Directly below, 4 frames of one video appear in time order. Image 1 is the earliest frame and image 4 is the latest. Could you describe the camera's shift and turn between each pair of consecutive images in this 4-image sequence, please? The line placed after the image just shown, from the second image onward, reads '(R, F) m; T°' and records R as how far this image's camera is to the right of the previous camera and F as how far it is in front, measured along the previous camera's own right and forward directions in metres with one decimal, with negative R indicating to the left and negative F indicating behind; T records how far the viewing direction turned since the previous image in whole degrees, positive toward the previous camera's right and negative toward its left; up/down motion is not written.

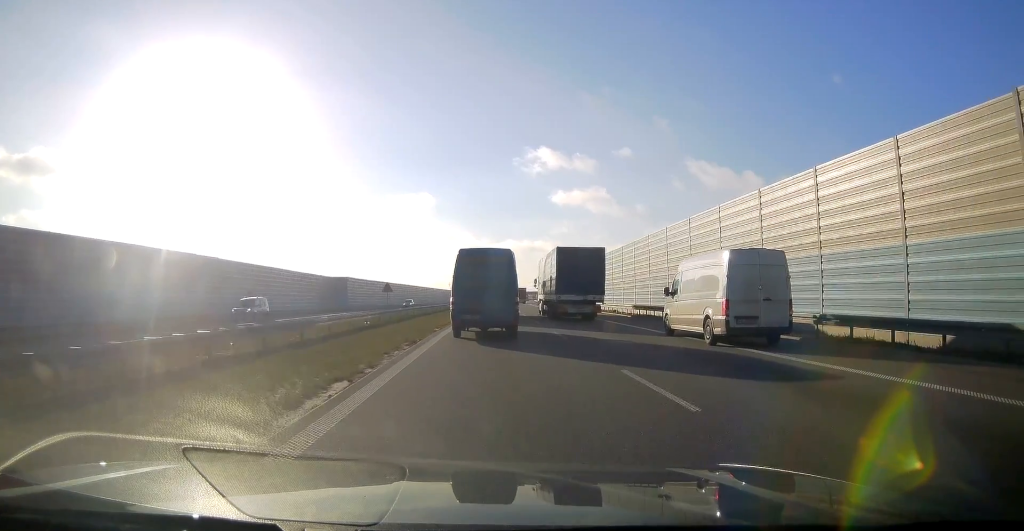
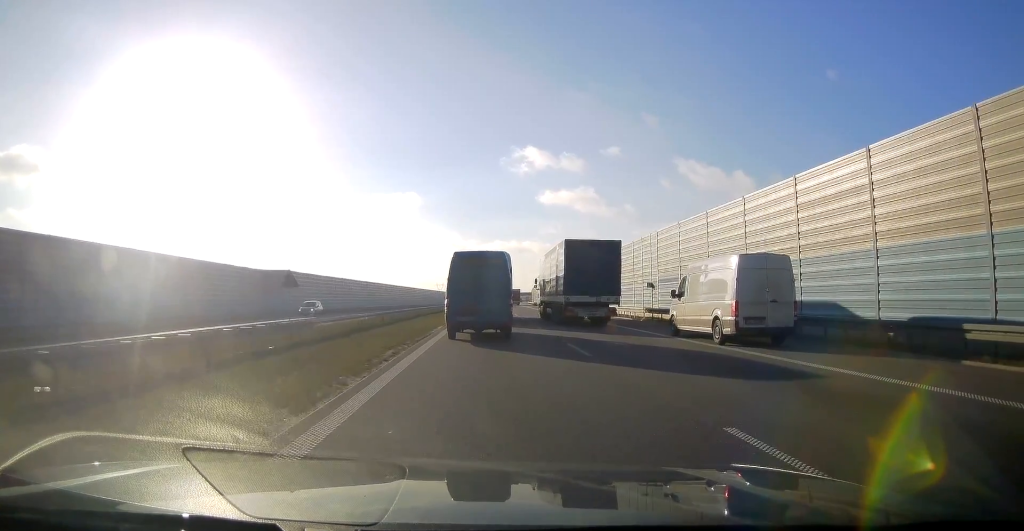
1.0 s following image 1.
(+0.1, +28.5) m; 0°
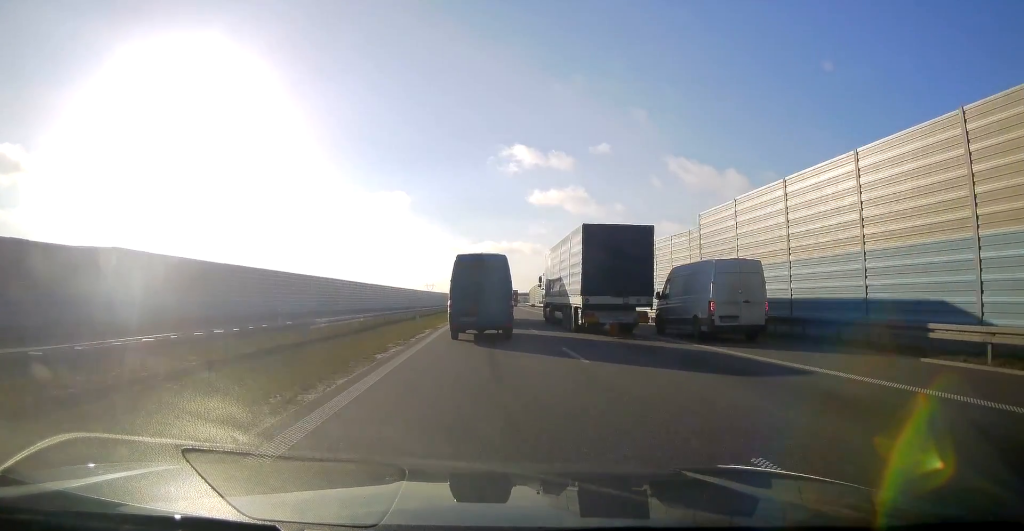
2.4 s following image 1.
(0.0, +37.2) m; +1°
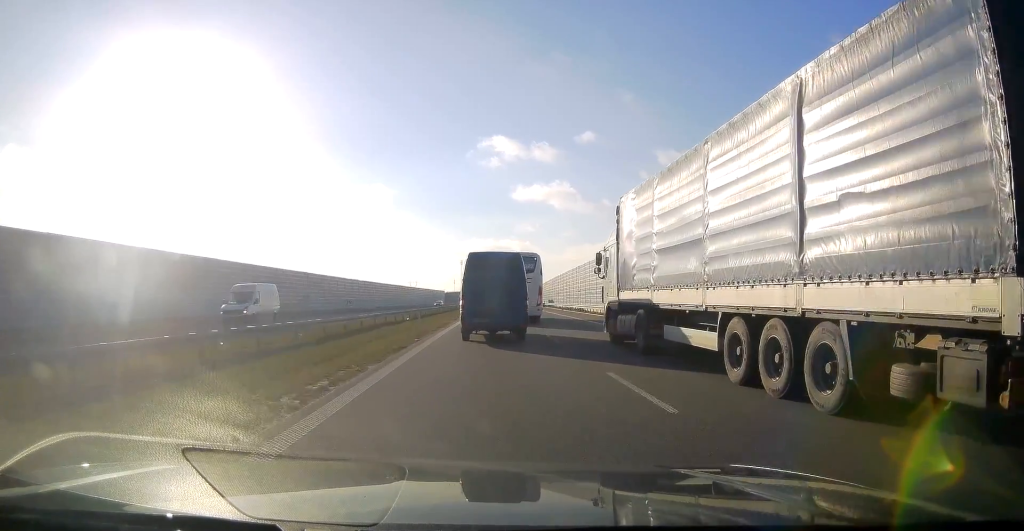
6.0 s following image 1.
(+1.1, +101.7) m; +1°
